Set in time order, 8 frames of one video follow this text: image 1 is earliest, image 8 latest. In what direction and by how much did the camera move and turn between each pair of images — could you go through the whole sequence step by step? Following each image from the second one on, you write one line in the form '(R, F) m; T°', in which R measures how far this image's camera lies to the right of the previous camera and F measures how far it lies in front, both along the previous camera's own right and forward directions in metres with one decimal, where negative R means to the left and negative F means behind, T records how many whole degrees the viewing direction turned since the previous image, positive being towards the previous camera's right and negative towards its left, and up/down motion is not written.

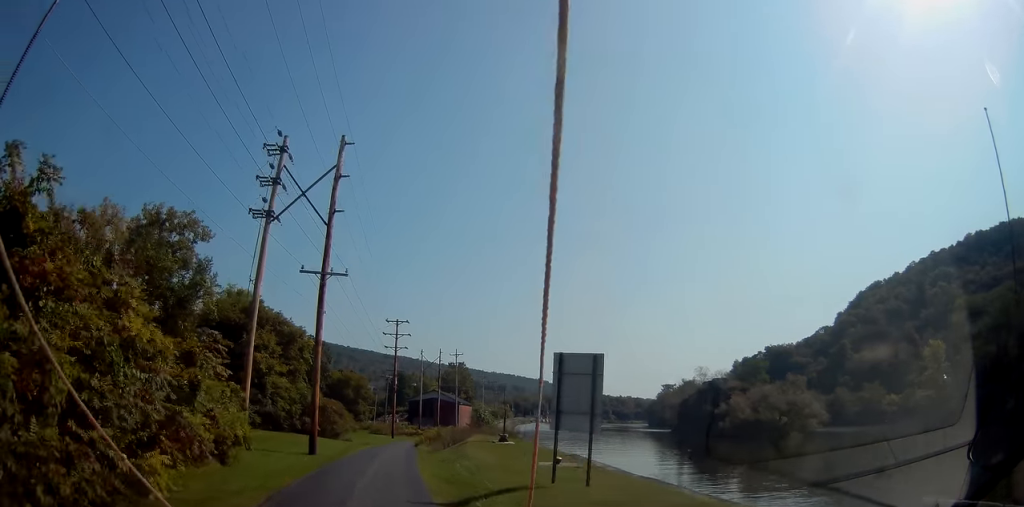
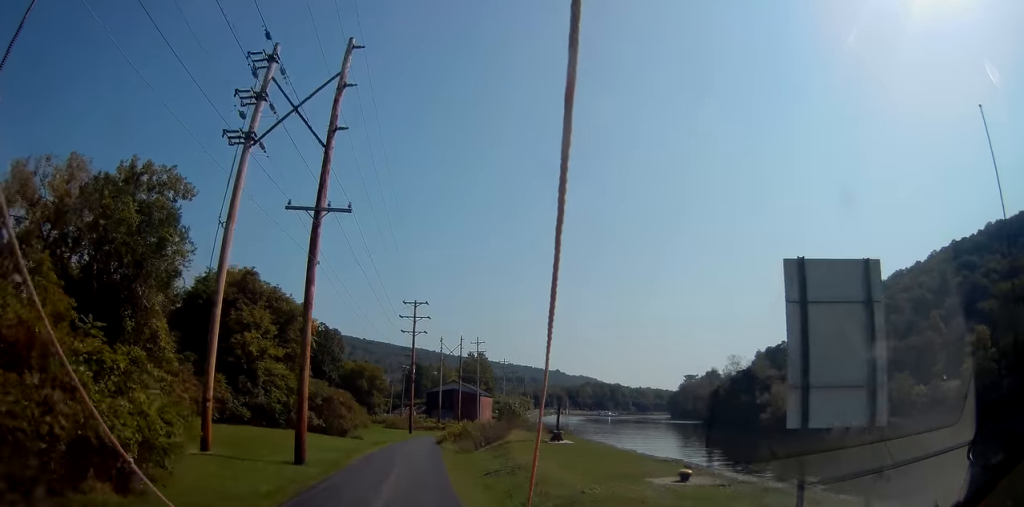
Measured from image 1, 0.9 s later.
(-0.2, +8.2) m; -1°
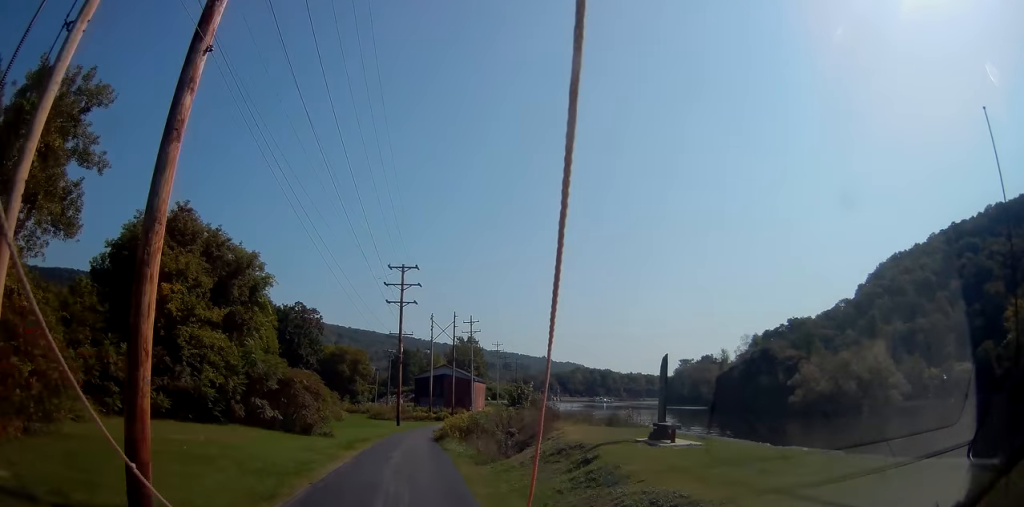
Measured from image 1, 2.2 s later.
(+0.1, +12.3) m; 0°
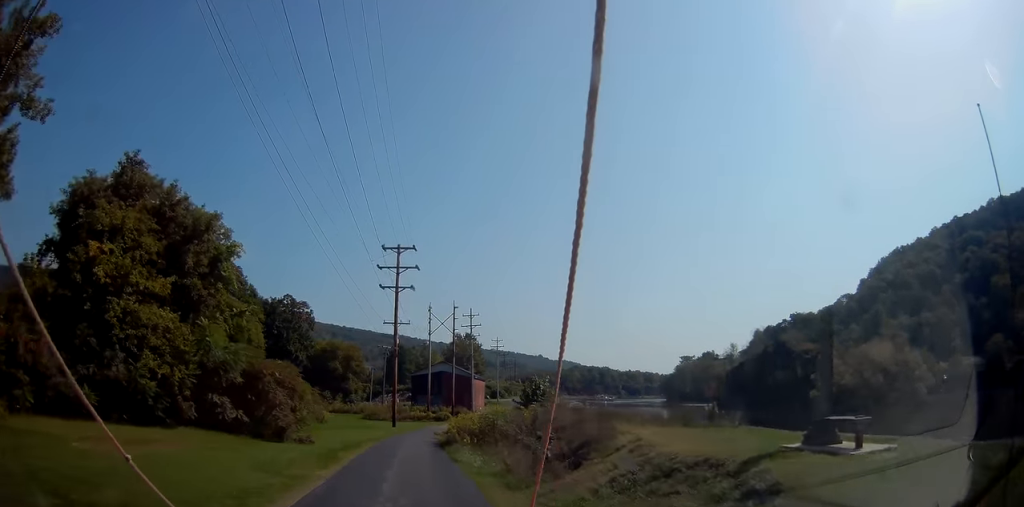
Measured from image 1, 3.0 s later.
(0.0, +6.7) m; +1°
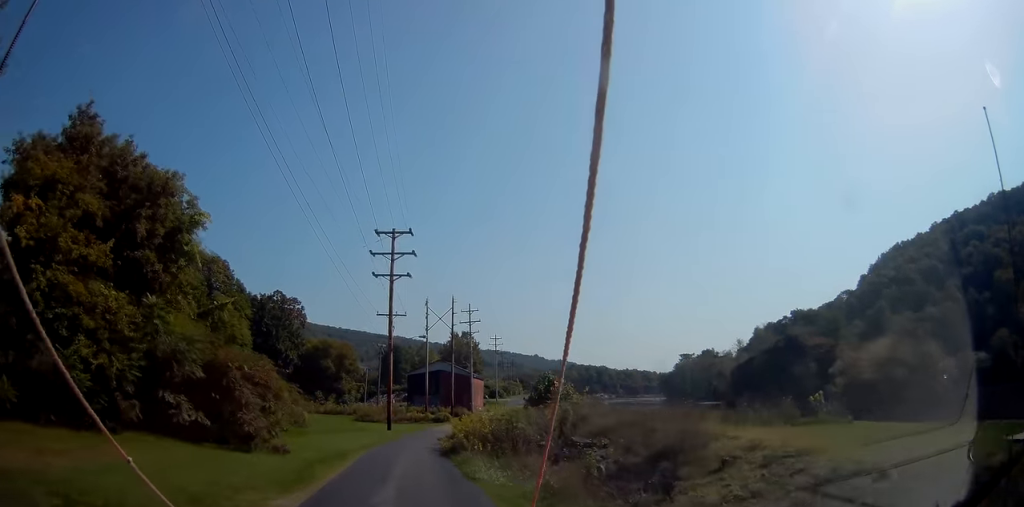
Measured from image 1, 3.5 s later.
(-0.1, +4.9) m; +1°
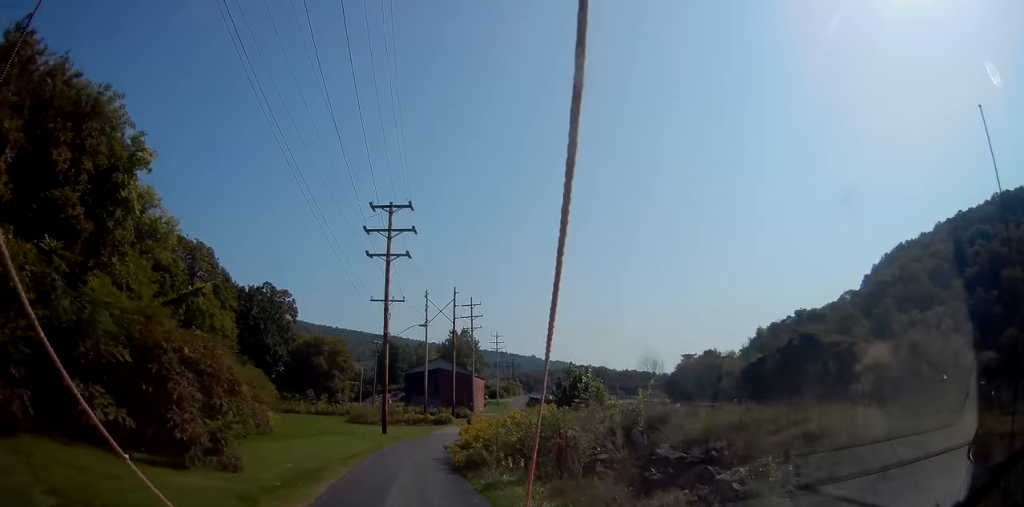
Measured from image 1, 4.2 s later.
(+0.3, +6.1) m; +1°
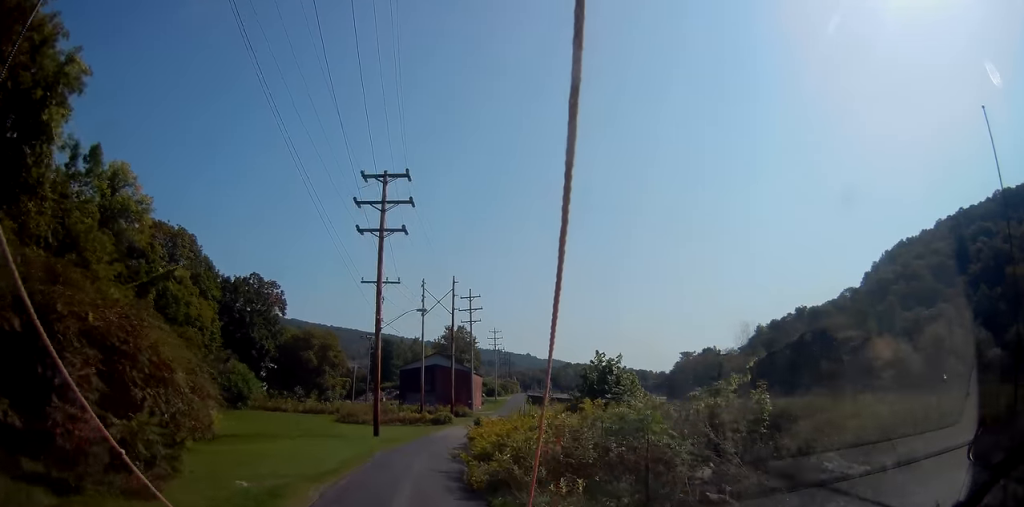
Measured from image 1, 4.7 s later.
(0.0, +5.1) m; 0°
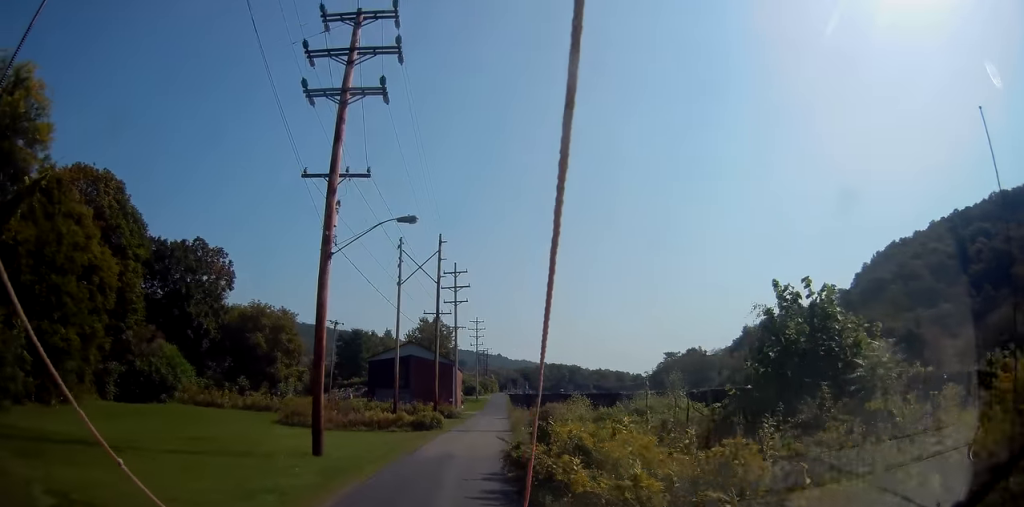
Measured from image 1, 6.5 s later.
(+0.1, +15.6) m; +5°
